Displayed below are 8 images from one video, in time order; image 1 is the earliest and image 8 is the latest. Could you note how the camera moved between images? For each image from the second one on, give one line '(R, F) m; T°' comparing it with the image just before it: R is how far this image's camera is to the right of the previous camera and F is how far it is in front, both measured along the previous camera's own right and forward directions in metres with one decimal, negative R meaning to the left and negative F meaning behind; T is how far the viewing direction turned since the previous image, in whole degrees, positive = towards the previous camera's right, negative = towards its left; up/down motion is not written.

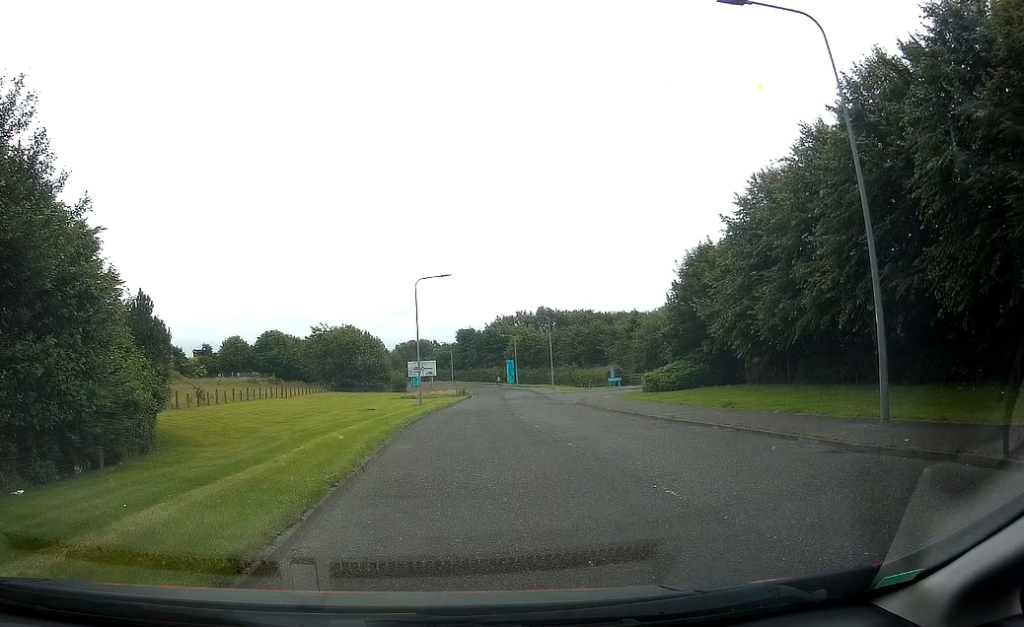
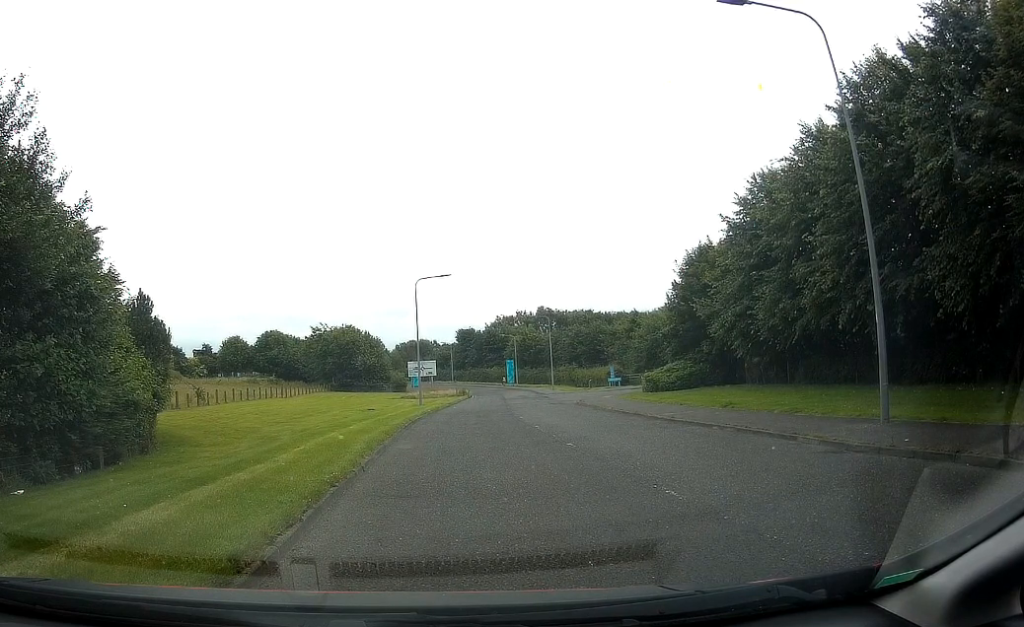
(0.0, 0.0) m; 0°
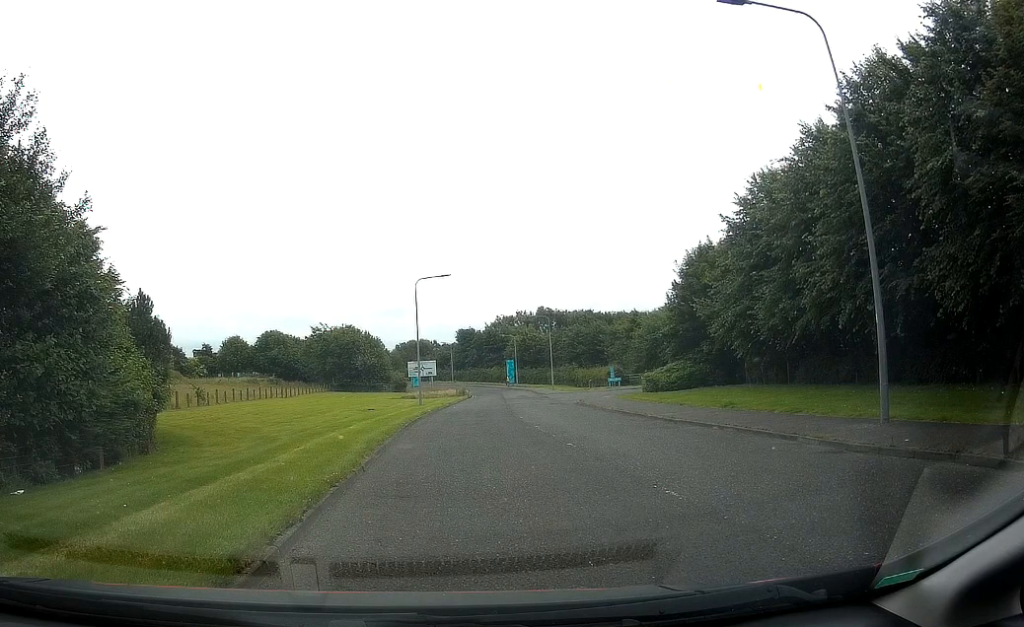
(0.0, 0.0) m; 0°
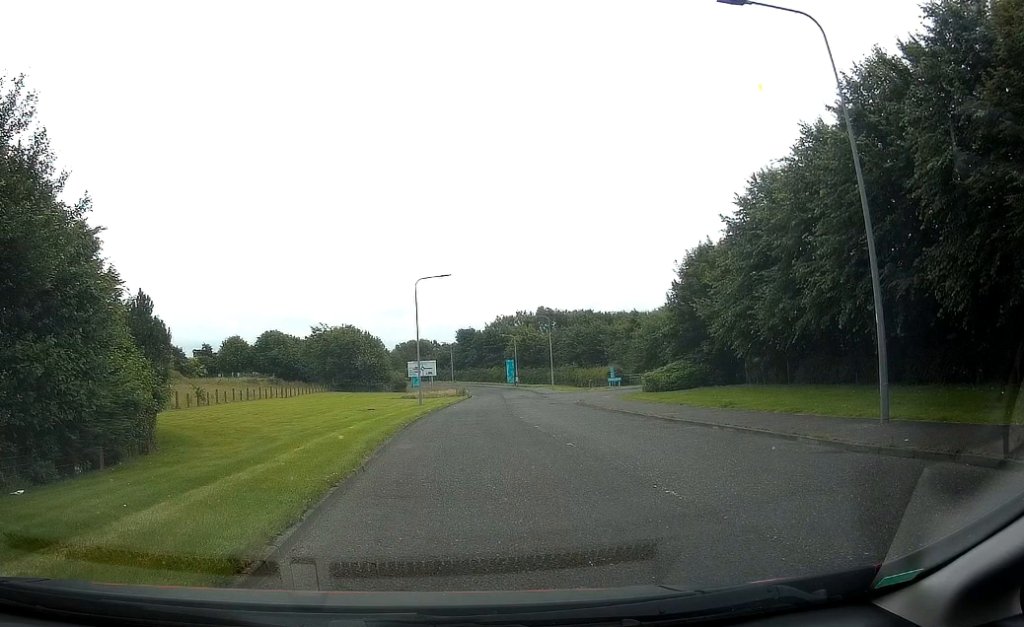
(0.0, 0.0) m; 0°
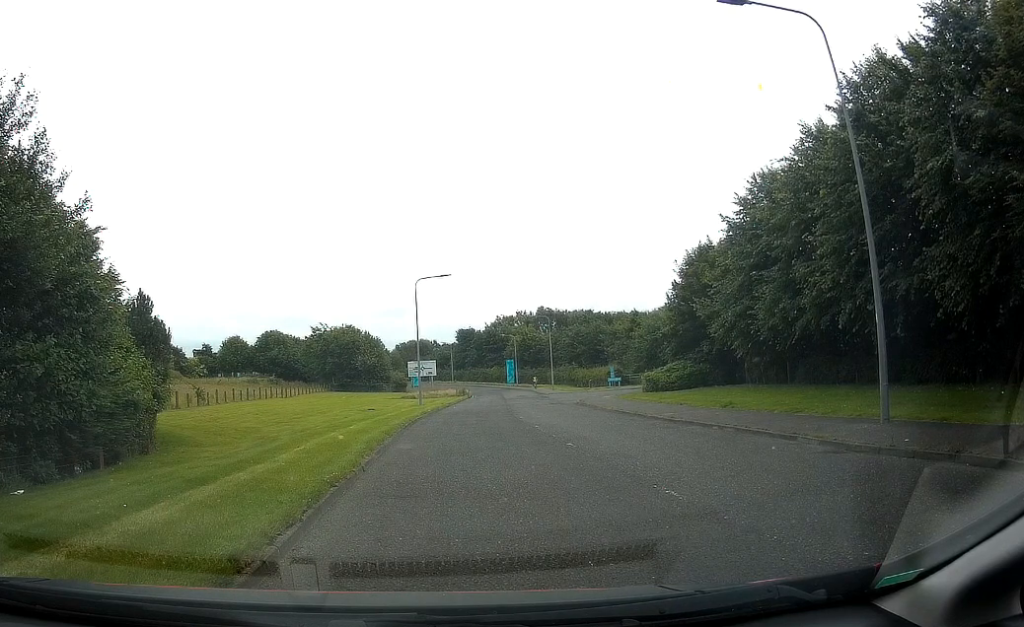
(0.0, 0.0) m; 0°
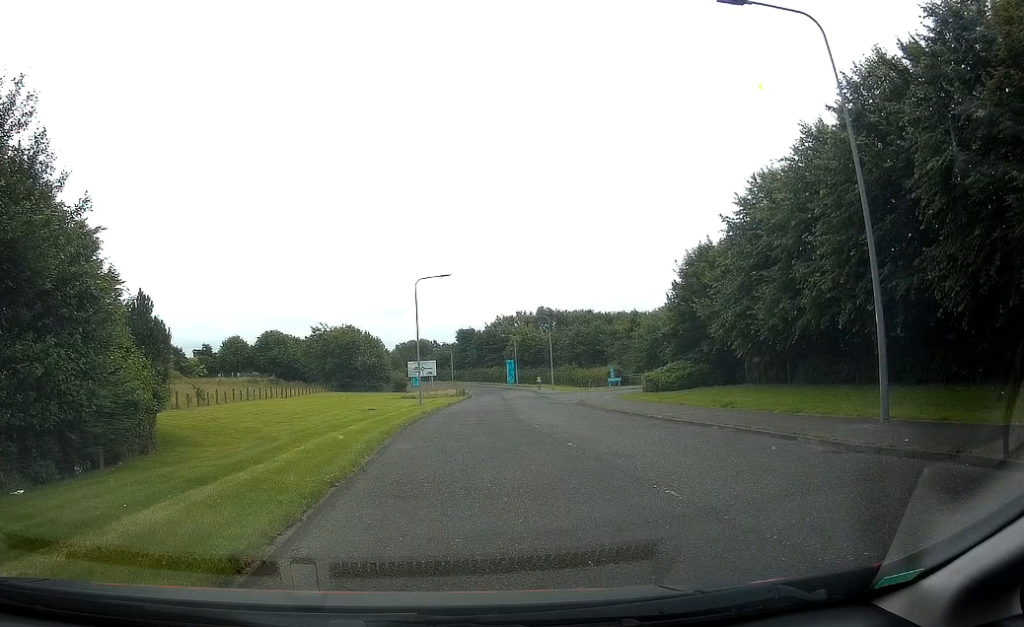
(0.0, 0.0) m; 0°
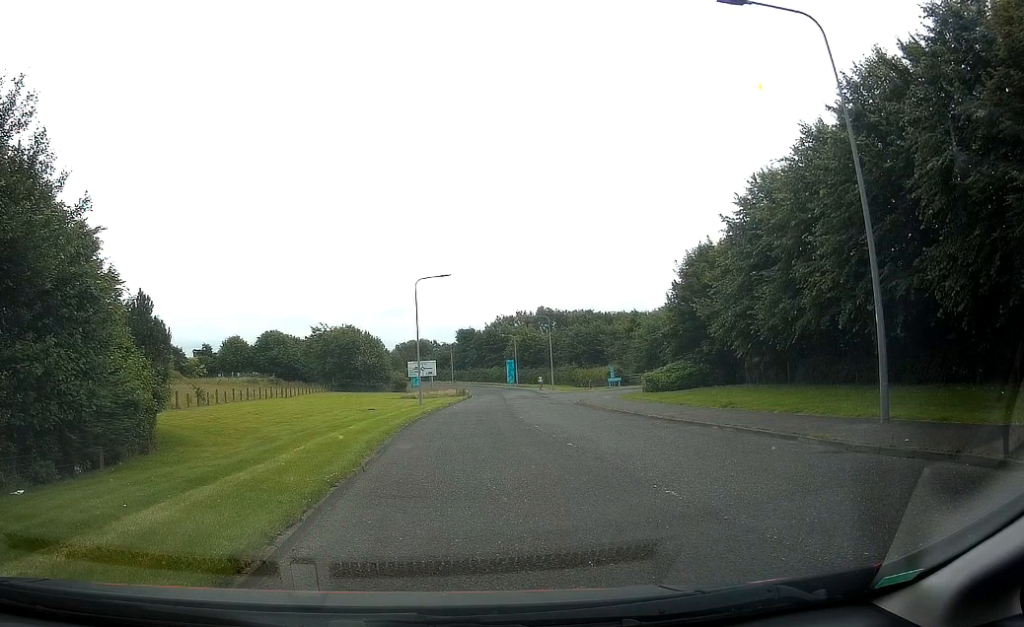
(0.0, 0.0) m; 0°
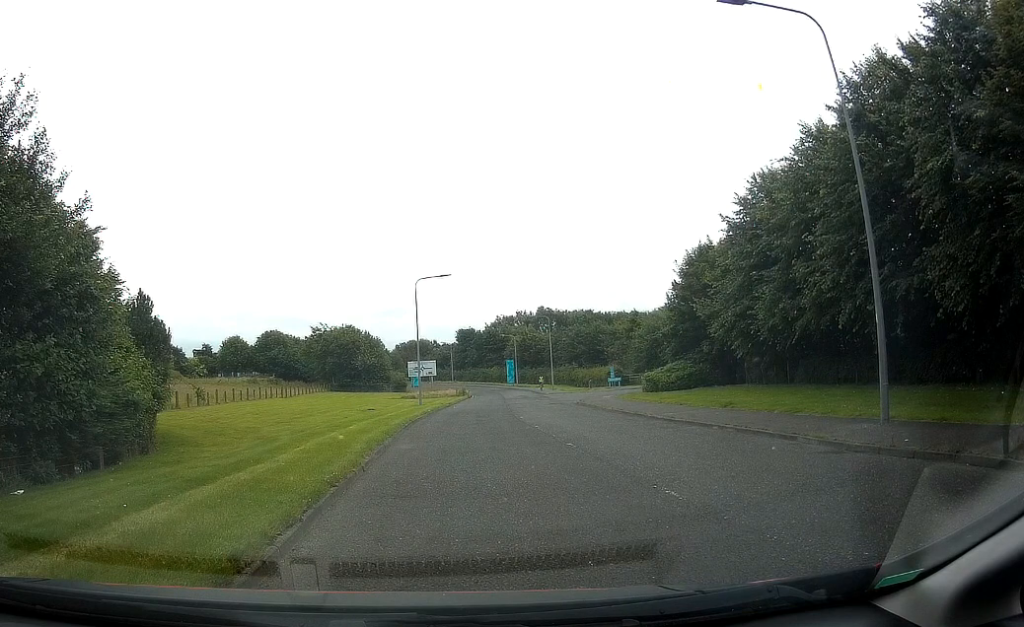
(0.0, 0.0) m; 0°
